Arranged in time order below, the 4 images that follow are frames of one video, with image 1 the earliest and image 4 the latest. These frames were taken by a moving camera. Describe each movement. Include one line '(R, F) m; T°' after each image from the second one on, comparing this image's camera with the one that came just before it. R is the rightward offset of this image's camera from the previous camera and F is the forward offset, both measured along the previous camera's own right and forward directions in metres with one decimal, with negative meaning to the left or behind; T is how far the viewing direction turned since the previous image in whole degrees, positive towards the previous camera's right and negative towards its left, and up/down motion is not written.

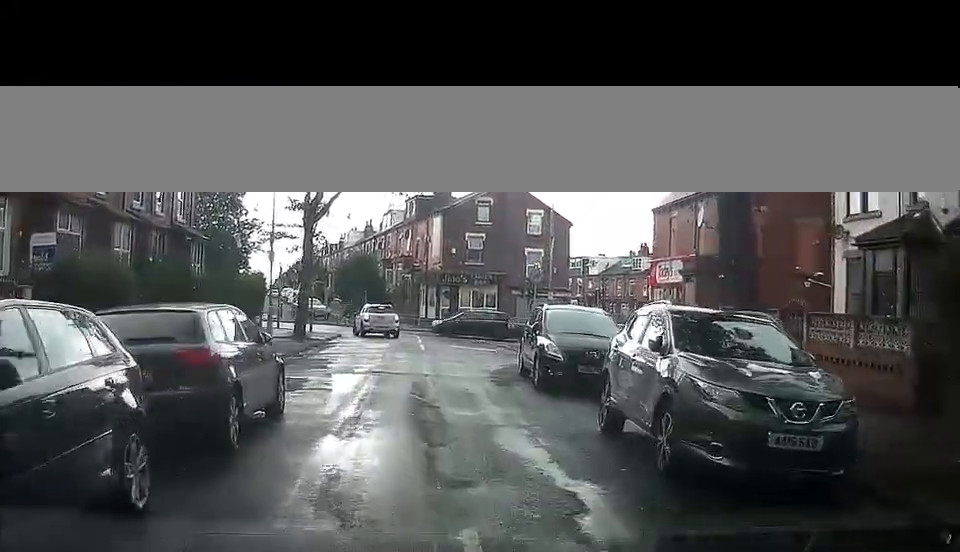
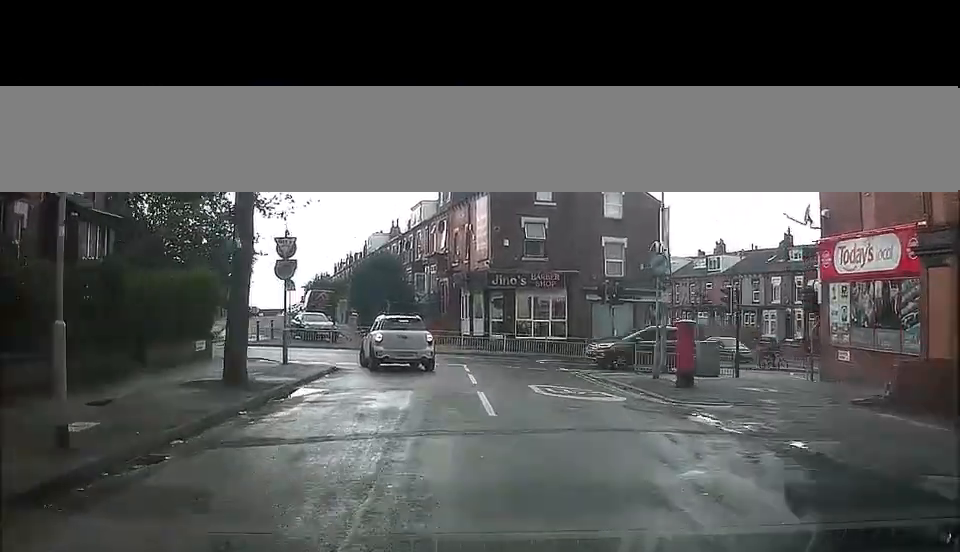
(+1.4, +16.8) m; +15°
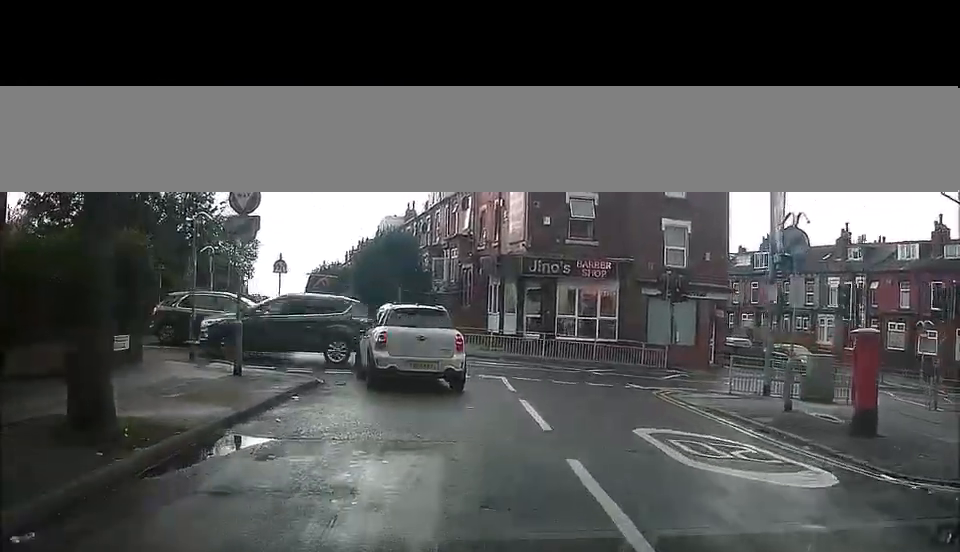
(0.0, +6.5) m; -5°
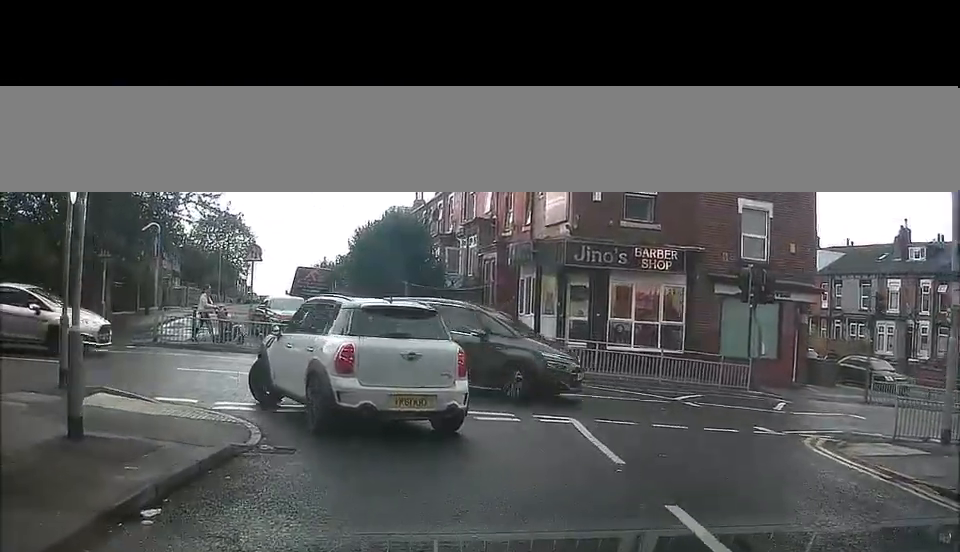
(+0.1, +9.3) m; 0°
